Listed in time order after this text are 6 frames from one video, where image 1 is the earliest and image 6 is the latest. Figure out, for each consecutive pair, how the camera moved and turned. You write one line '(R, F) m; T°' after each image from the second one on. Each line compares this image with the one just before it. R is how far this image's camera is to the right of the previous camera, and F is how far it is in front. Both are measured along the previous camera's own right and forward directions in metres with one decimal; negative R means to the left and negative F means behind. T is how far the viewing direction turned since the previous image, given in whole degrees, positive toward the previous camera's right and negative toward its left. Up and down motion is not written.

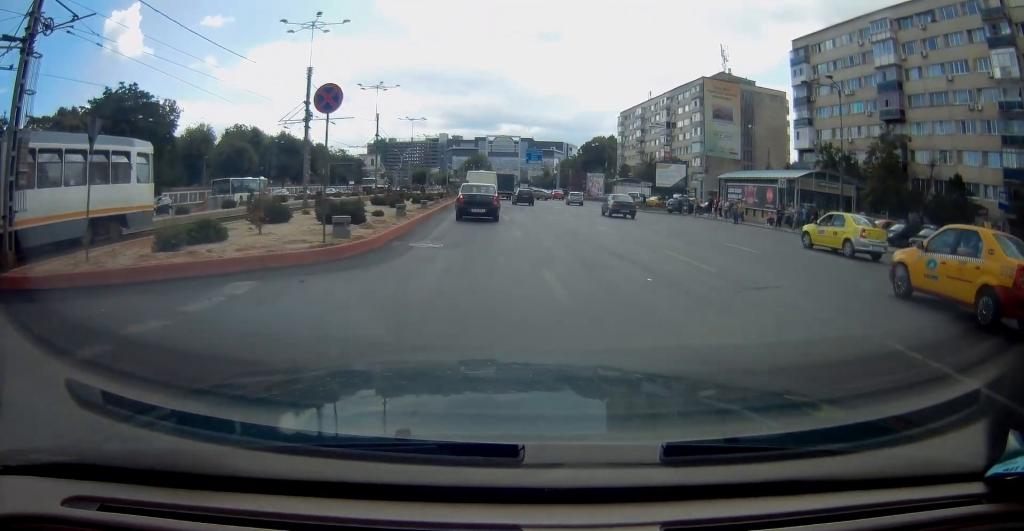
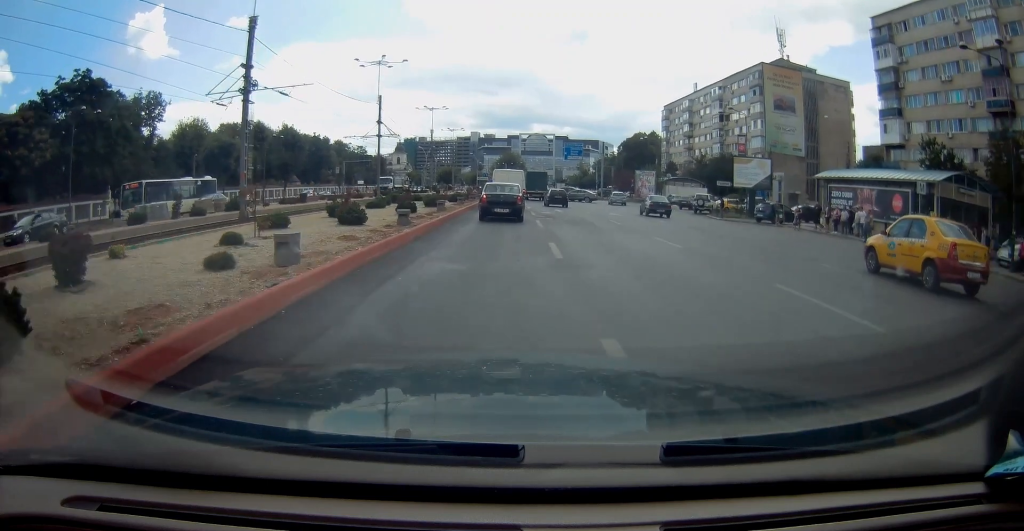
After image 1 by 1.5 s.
(-0.4, +13.8) m; -3°
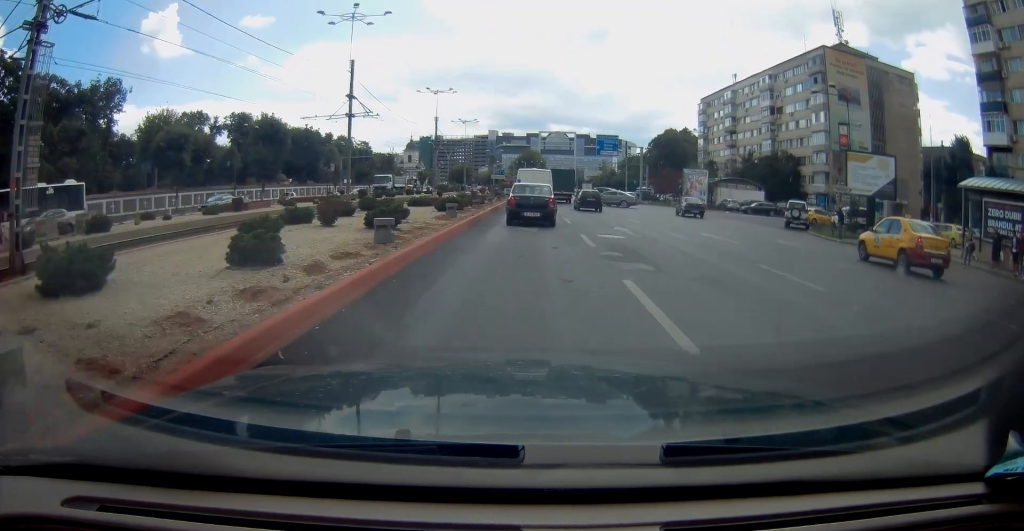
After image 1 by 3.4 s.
(-0.2, +15.0) m; -2°
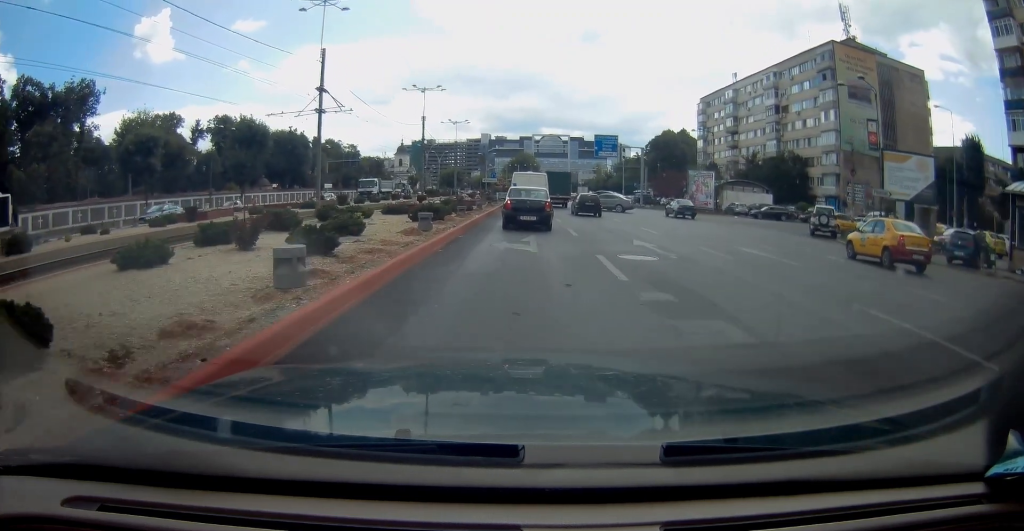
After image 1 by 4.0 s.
(0.0, +4.8) m; -1°
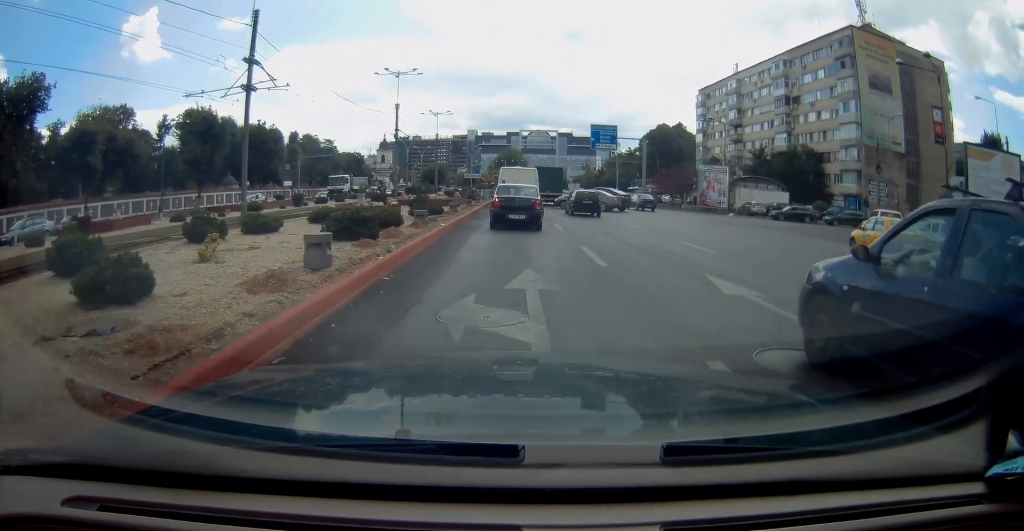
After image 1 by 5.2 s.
(-0.1, +7.5) m; -1°
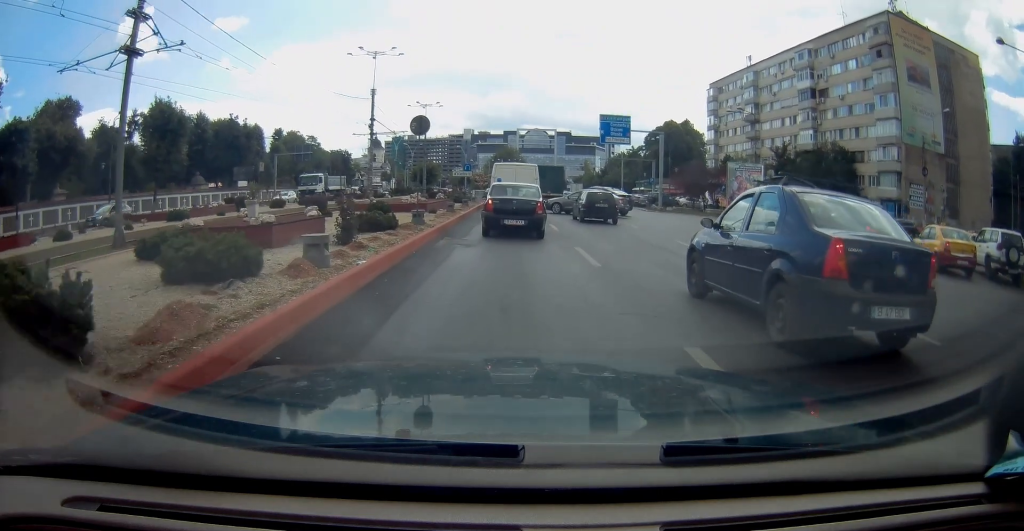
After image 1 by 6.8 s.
(-0.1, +8.4) m; +1°
